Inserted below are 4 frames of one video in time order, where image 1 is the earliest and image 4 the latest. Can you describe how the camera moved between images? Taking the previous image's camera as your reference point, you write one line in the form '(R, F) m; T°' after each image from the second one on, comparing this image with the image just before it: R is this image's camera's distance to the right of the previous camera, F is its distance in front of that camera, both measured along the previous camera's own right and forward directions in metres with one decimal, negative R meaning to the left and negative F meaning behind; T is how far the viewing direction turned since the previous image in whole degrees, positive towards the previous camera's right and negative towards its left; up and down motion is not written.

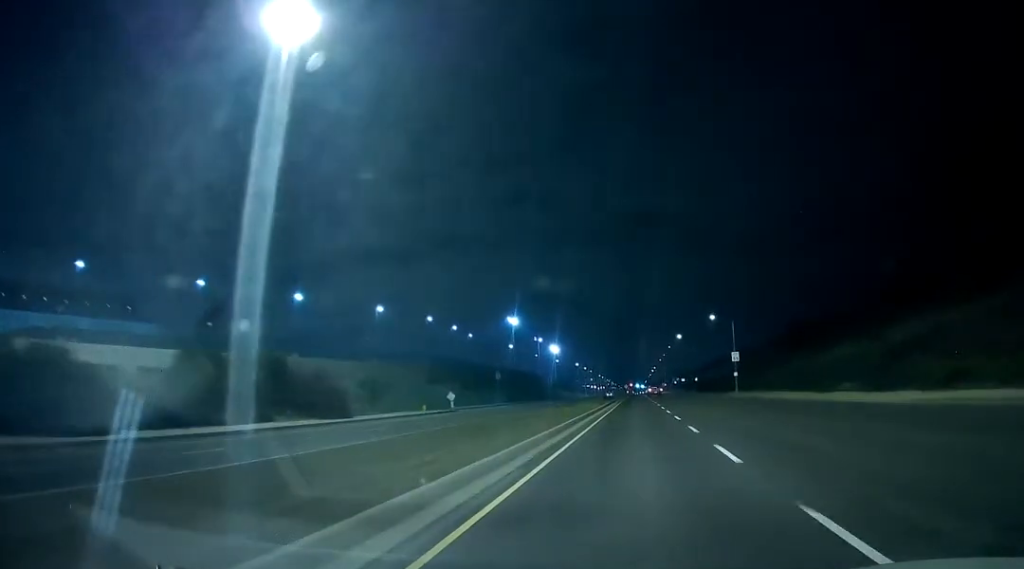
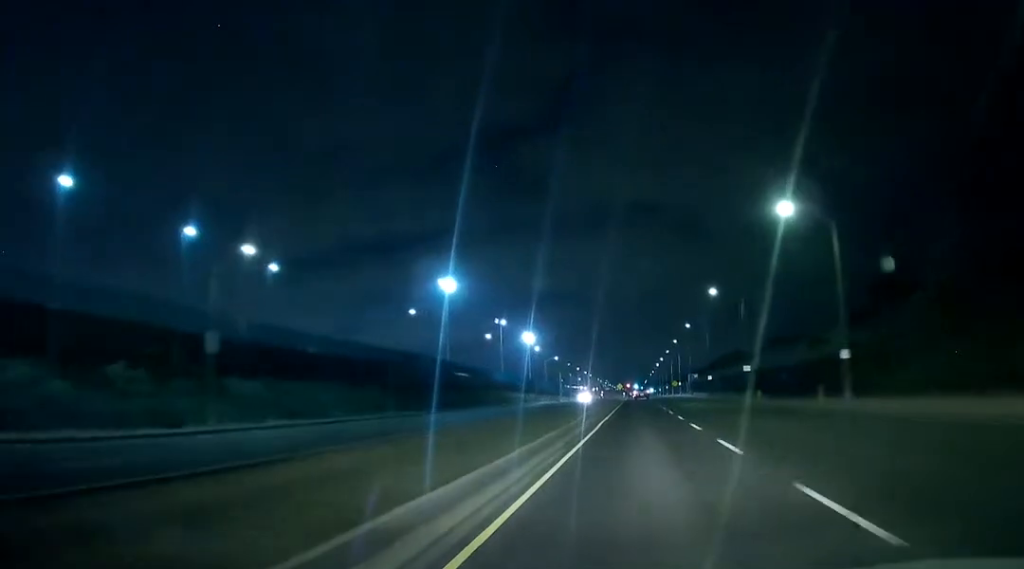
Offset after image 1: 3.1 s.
(+0.5, +92.1) m; 0°
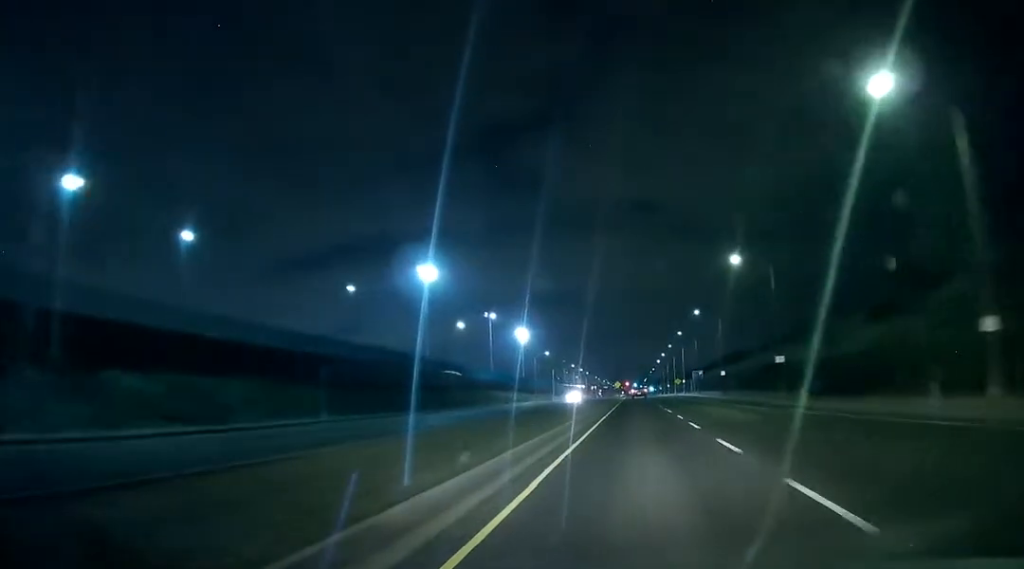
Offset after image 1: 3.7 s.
(0.0, +17.0) m; 0°
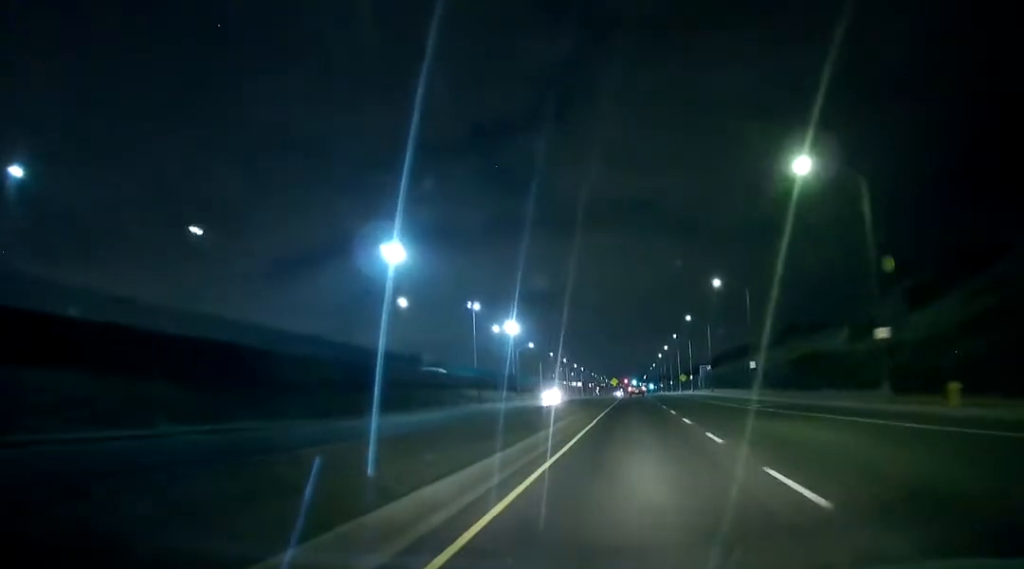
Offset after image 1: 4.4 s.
(0.0, +23.0) m; 0°
